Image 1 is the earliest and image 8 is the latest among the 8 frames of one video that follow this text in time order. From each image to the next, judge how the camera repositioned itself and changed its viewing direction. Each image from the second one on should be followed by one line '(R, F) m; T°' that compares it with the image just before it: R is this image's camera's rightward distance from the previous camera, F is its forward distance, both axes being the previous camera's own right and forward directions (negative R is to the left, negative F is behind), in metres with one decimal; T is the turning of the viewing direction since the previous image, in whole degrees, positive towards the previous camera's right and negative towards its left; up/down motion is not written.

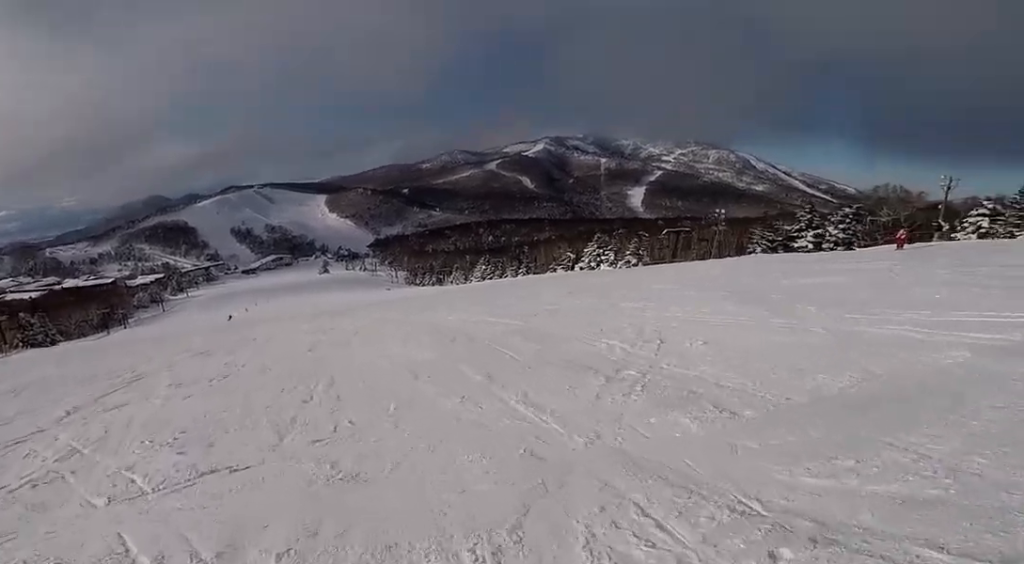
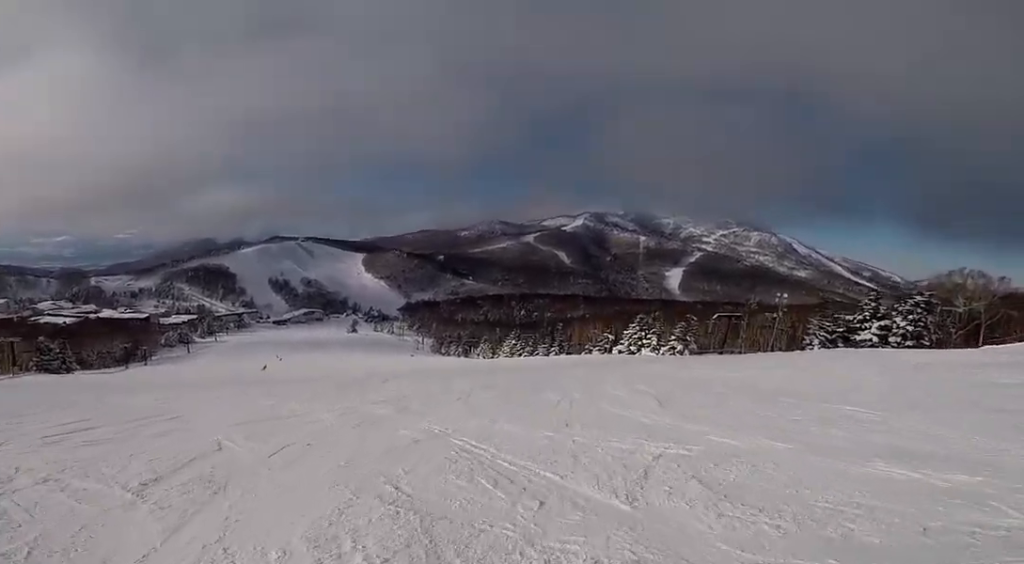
(+0.6, +6.4) m; -9°
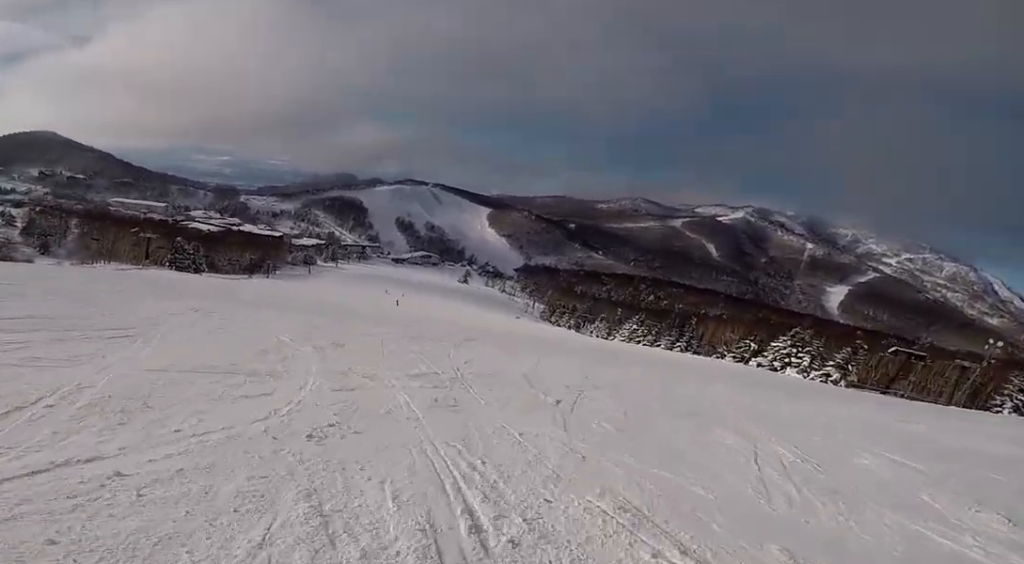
(-0.5, +4.7) m; -13°
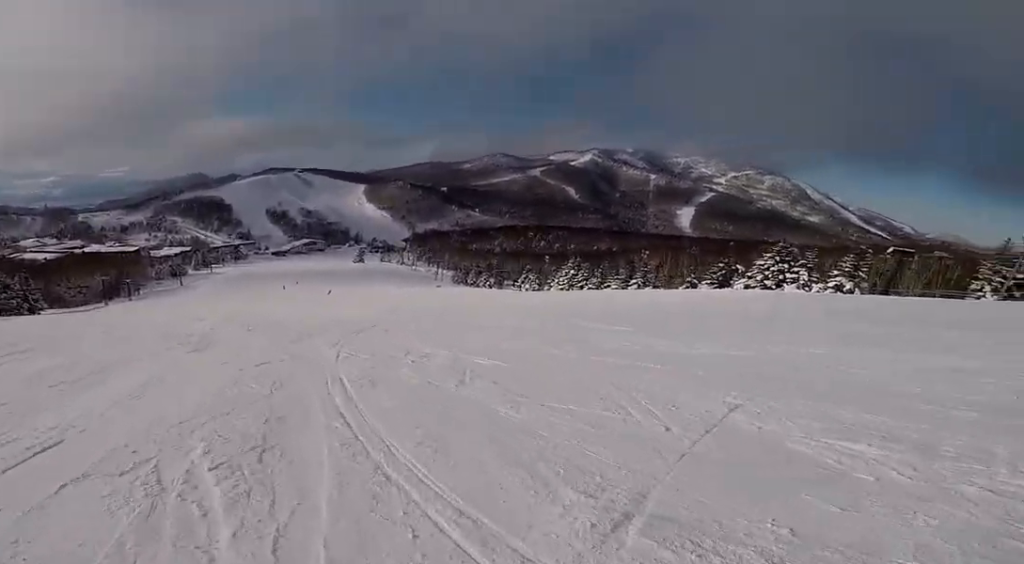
(-0.5, +21.3) m; +18°
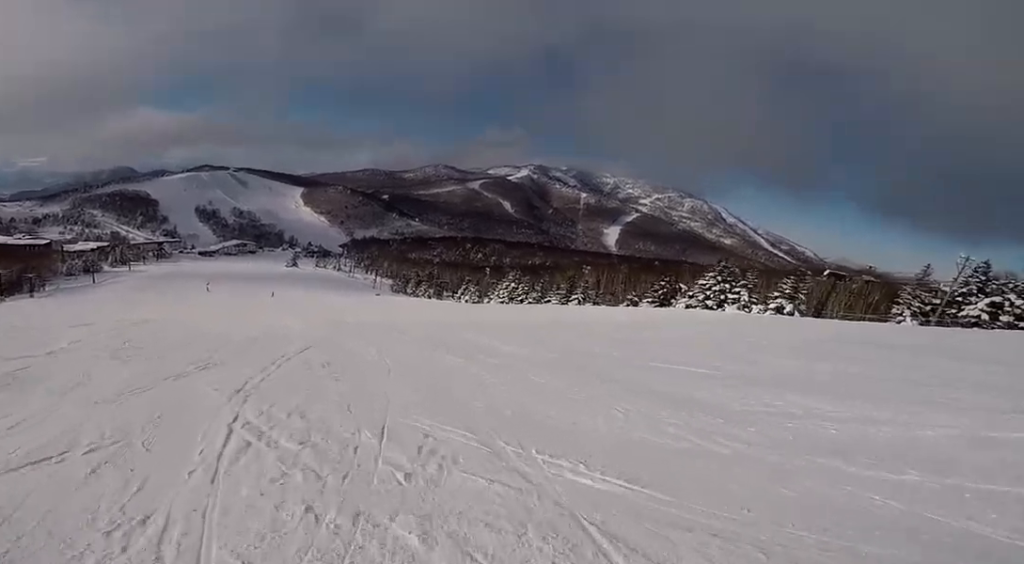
(+1.2, +5.2) m; +5°
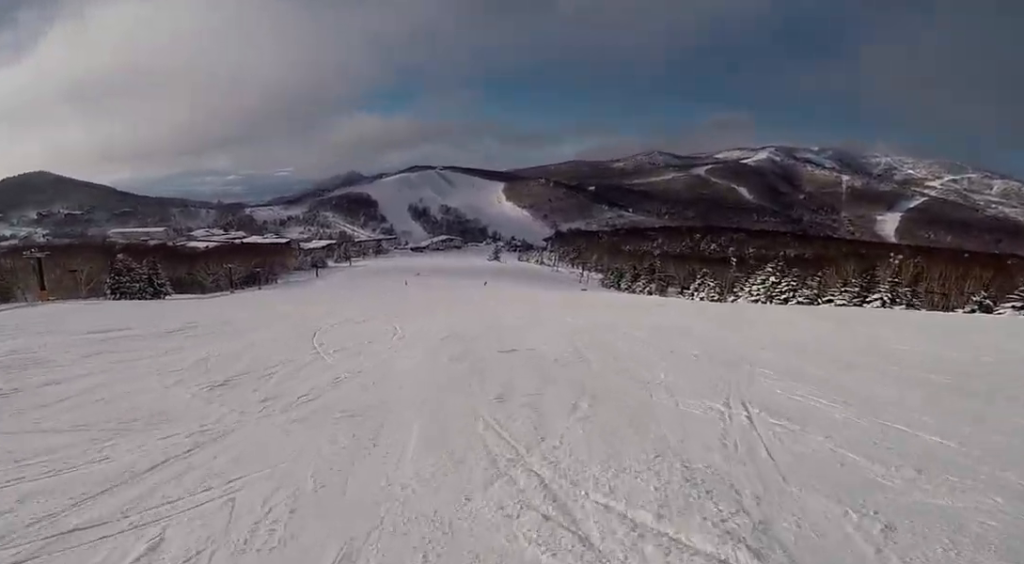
(-1.2, +13.6) m; -11°
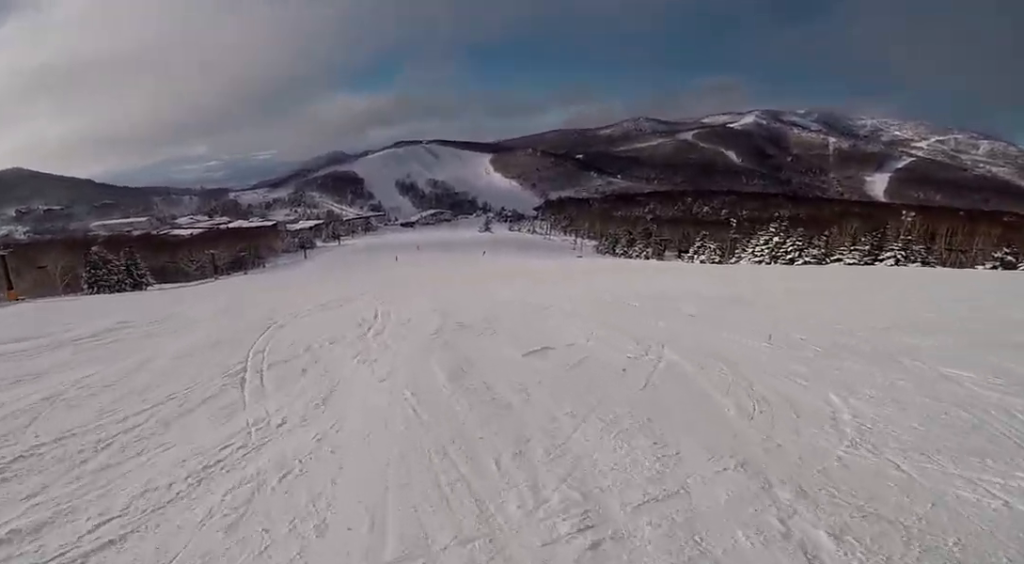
(-0.5, +3.7) m; 0°
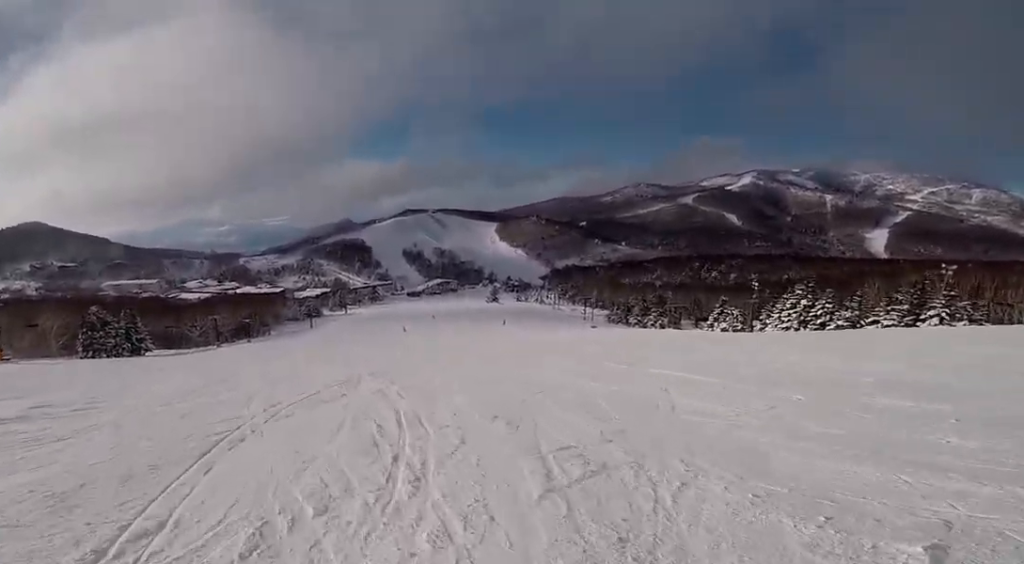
(+0.1, +4.9) m; +2°
